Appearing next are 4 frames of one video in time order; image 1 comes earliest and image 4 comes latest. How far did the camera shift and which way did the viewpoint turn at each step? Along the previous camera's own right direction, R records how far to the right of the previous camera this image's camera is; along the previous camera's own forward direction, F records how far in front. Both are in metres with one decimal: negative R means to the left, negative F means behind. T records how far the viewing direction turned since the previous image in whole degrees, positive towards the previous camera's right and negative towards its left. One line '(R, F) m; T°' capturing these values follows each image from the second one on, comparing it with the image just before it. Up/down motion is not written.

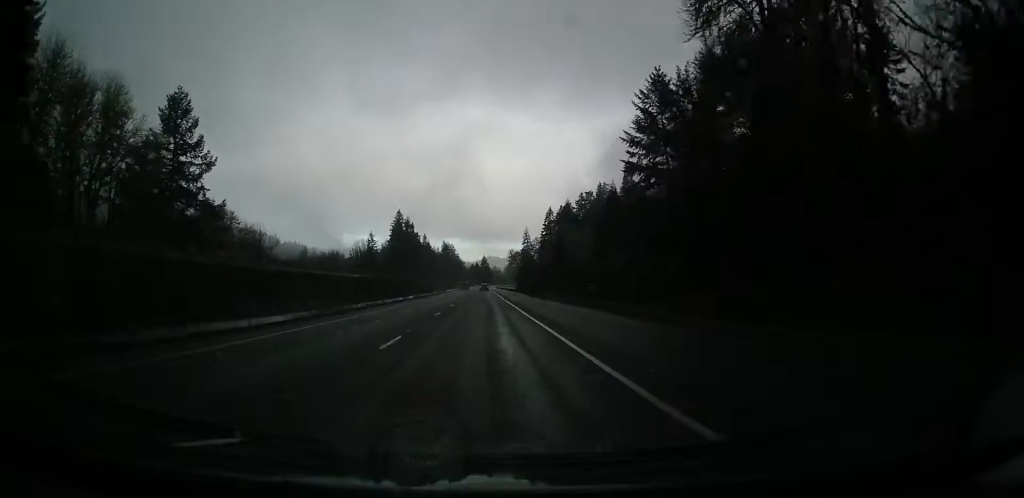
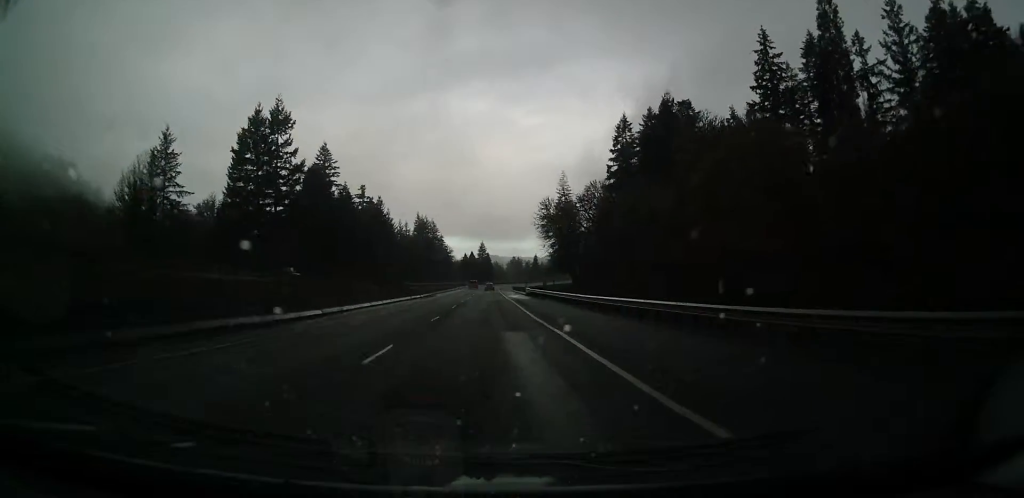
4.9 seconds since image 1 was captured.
(+1.1, +161.0) m; 0°
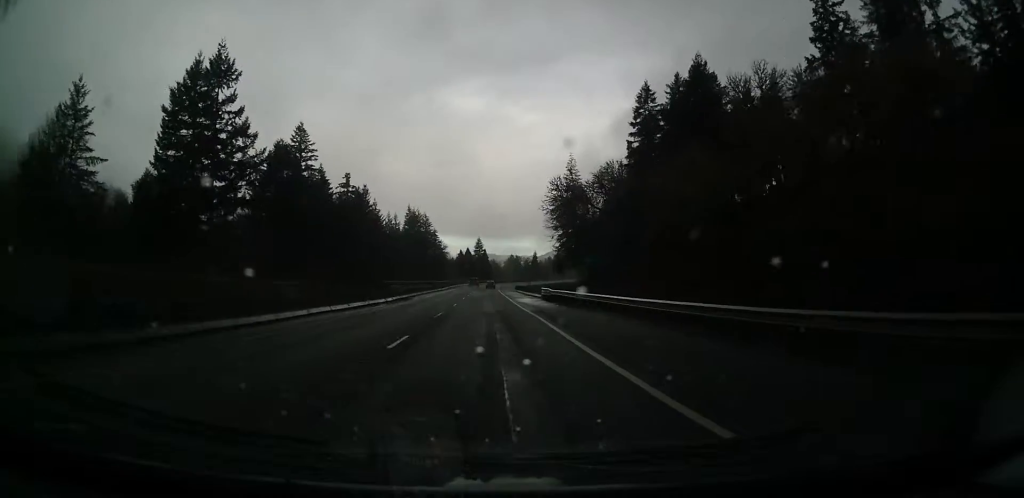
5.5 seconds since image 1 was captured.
(0.0, +22.1) m; +1°
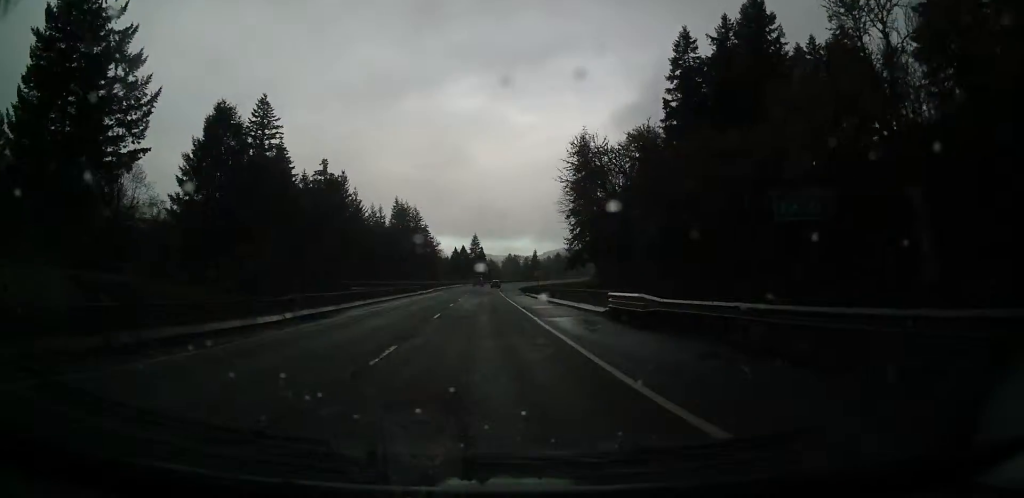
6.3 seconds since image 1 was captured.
(+0.1, +26.5) m; +1°
